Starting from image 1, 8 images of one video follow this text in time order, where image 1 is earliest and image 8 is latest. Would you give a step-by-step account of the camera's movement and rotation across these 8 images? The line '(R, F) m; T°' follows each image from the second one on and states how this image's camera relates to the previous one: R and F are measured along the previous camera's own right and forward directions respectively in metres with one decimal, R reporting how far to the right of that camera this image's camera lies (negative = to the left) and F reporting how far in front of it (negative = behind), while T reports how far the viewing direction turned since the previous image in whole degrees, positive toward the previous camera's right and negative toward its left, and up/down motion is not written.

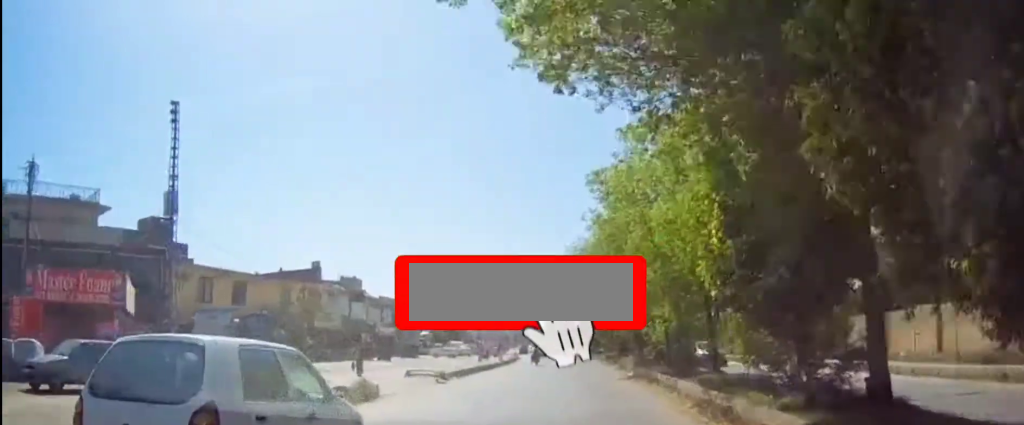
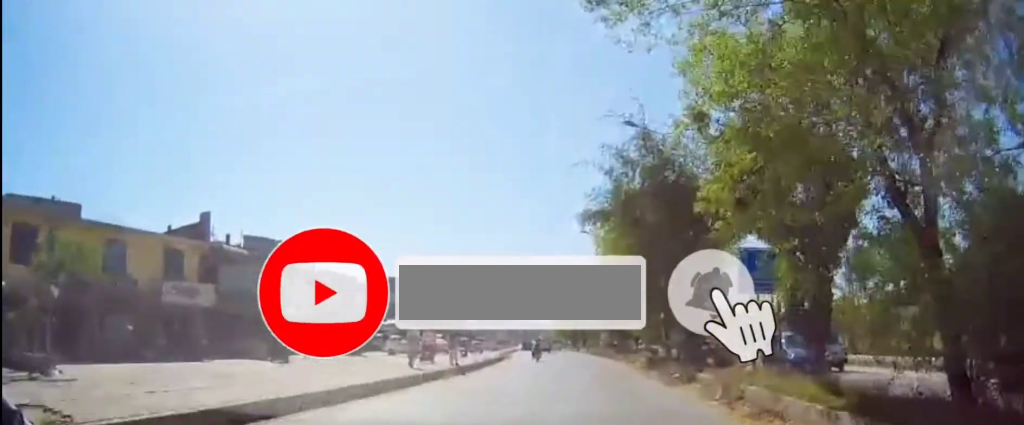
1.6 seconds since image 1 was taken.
(-0.3, +23.7) m; -2°
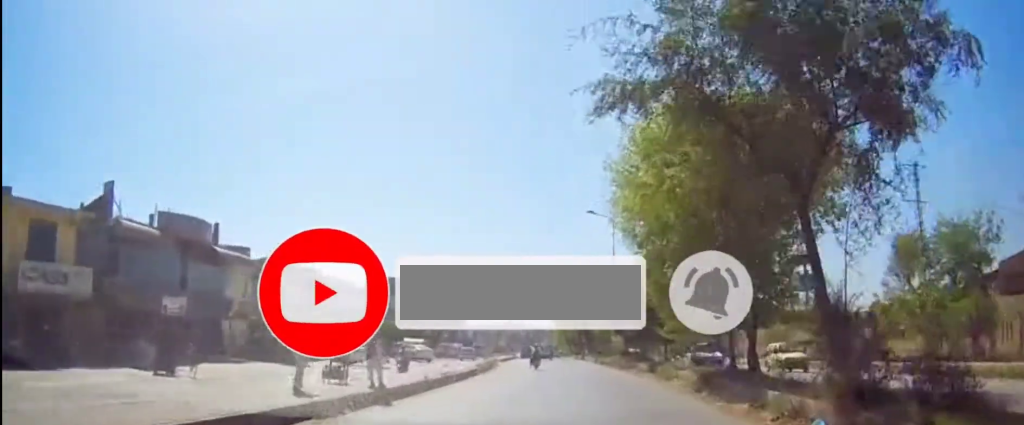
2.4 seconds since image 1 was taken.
(0.0, +11.6) m; -1°
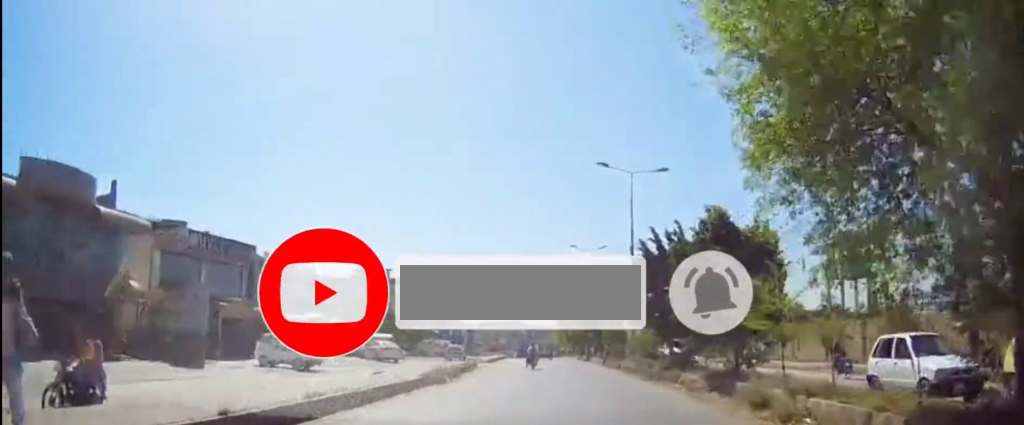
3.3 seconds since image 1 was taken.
(-0.4, +12.8) m; 0°
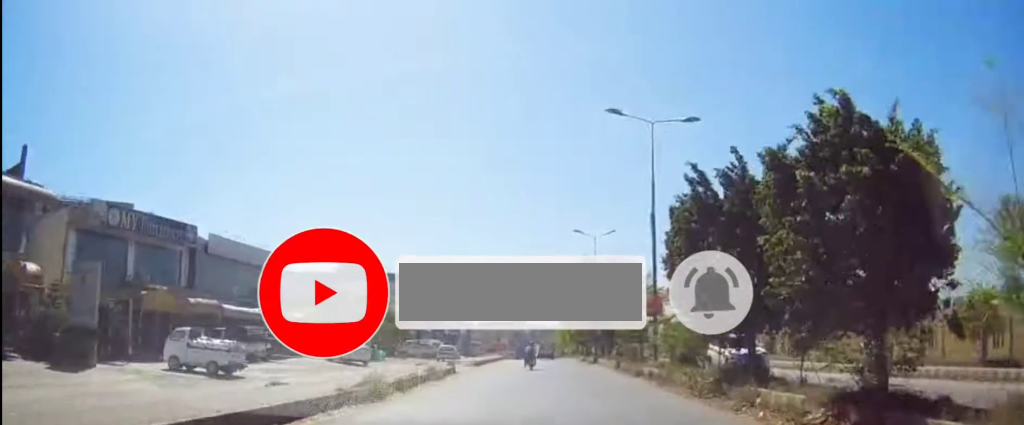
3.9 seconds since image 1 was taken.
(+0.2, +8.3) m; 0°
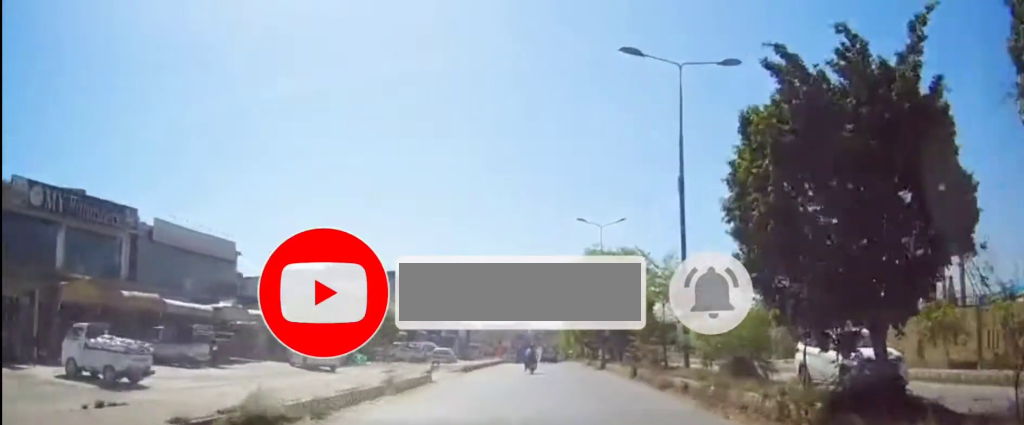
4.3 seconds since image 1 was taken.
(+0.2, +6.5) m; 0°
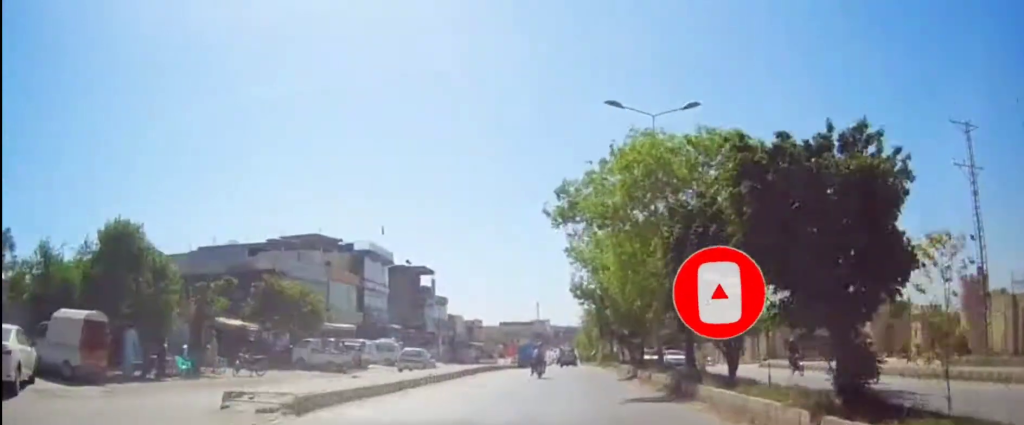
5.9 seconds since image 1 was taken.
(-0.8, +24.3) m; -2°
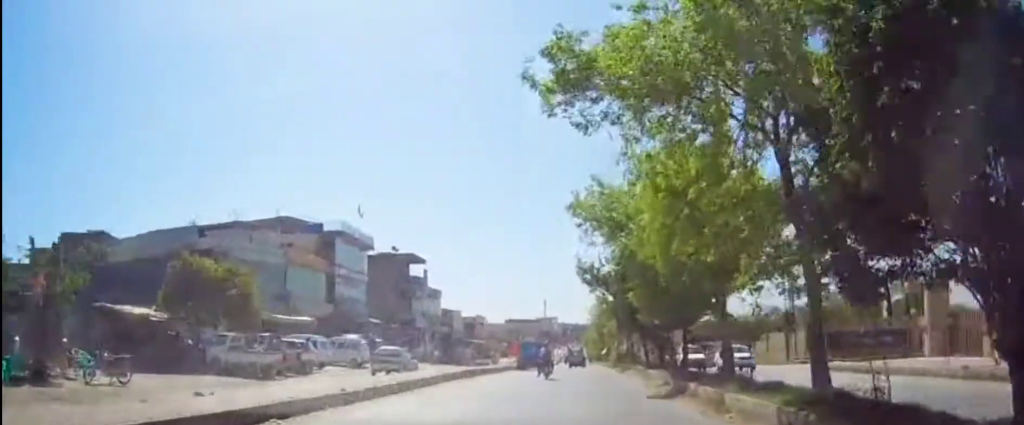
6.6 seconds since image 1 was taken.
(-0.1, +10.5) m; 0°
